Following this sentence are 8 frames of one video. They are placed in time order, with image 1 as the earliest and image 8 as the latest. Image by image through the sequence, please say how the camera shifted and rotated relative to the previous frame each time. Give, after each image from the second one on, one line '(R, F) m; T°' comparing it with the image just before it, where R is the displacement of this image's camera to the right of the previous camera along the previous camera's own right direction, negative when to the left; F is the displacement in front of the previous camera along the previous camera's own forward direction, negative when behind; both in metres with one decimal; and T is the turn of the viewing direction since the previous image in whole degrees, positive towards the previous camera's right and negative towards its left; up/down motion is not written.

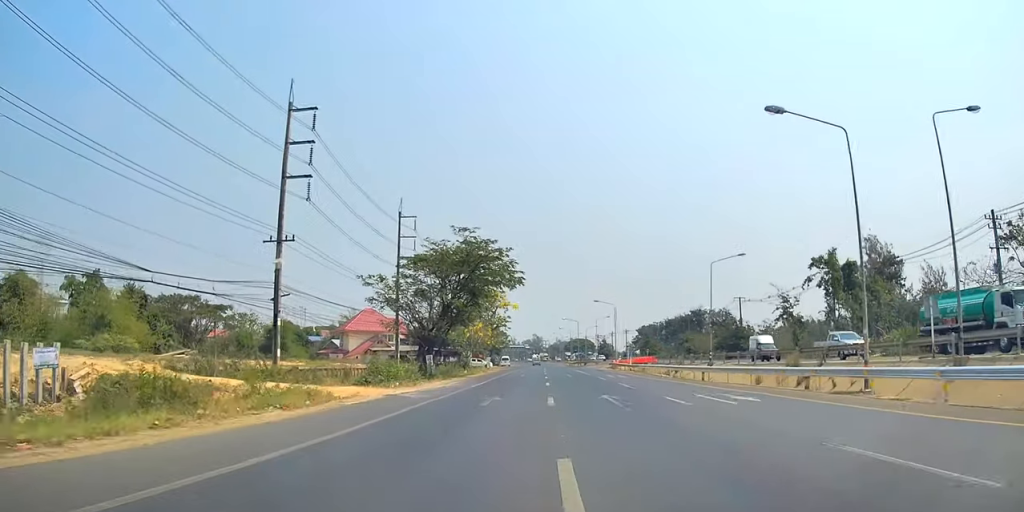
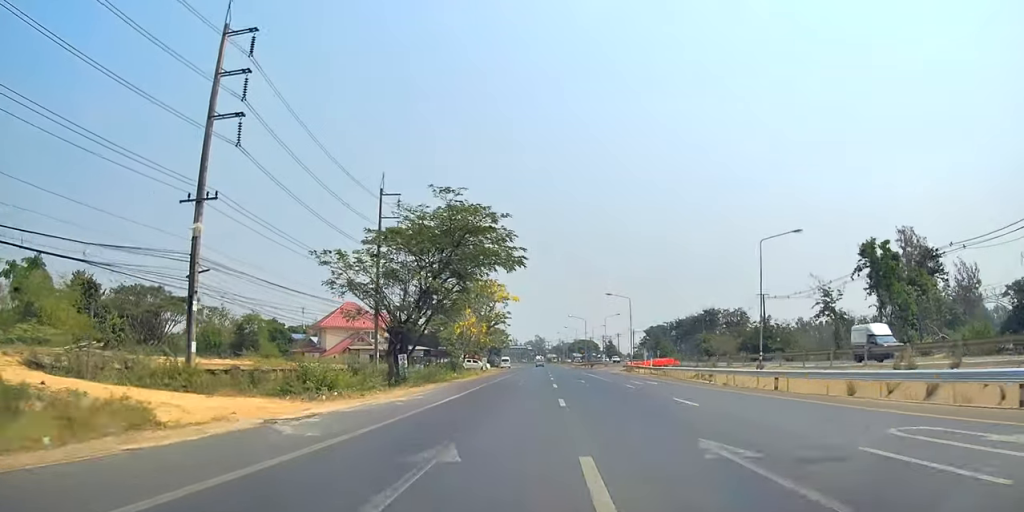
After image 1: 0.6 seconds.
(+0.1, +12.5) m; +1°
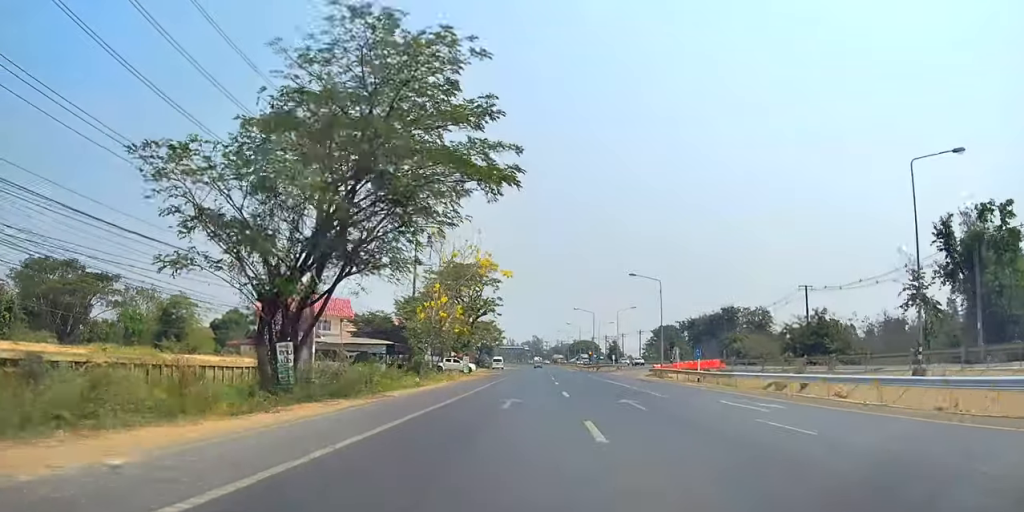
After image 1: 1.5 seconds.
(-0.3, +18.9) m; +1°
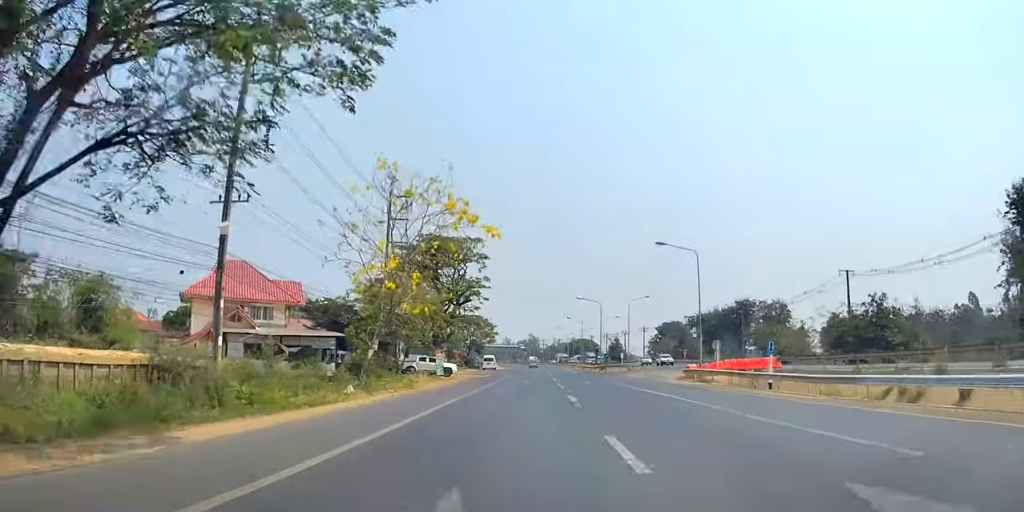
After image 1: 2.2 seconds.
(+0.5, +15.3) m; +2°
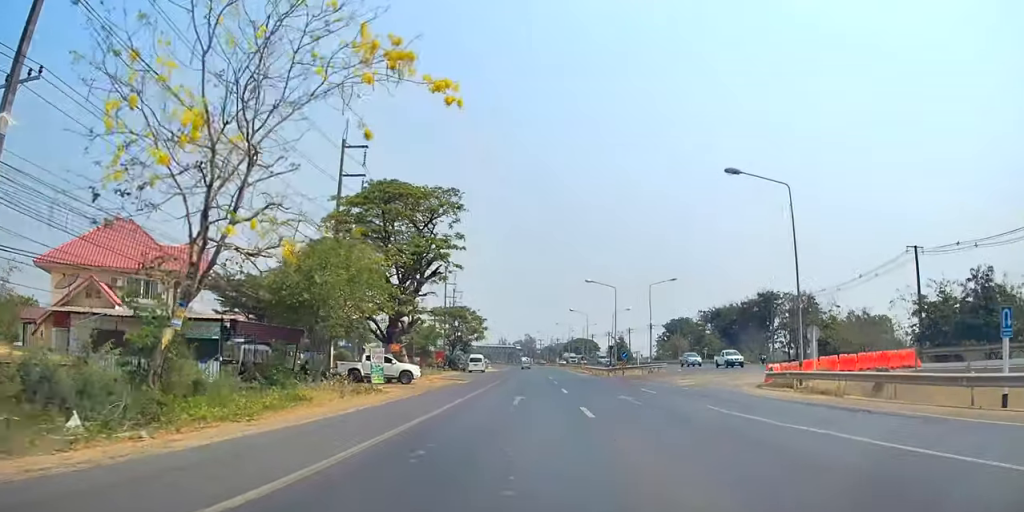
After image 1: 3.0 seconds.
(+0.1, +18.4) m; -1°
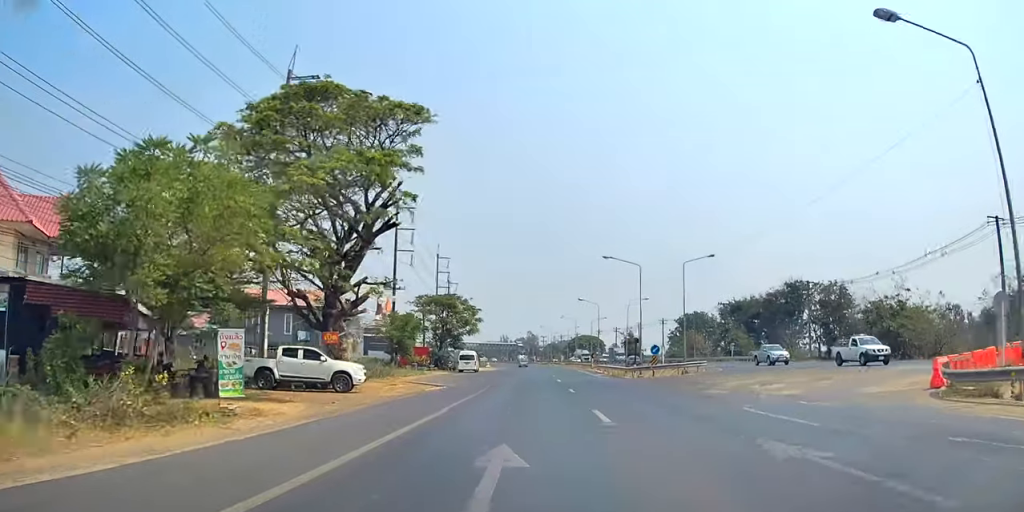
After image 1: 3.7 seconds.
(-0.2, +14.1) m; -1°
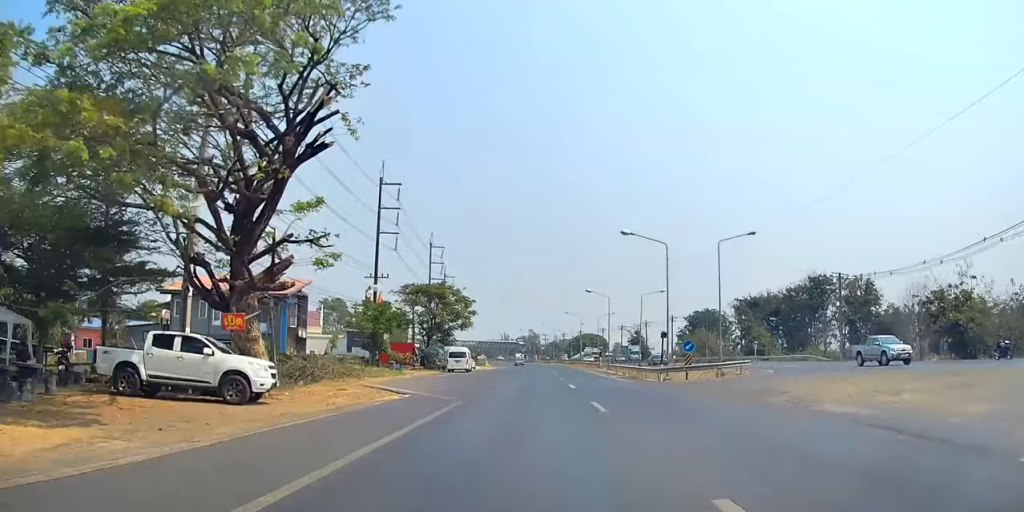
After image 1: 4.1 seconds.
(-0.1, +8.7) m; -1°
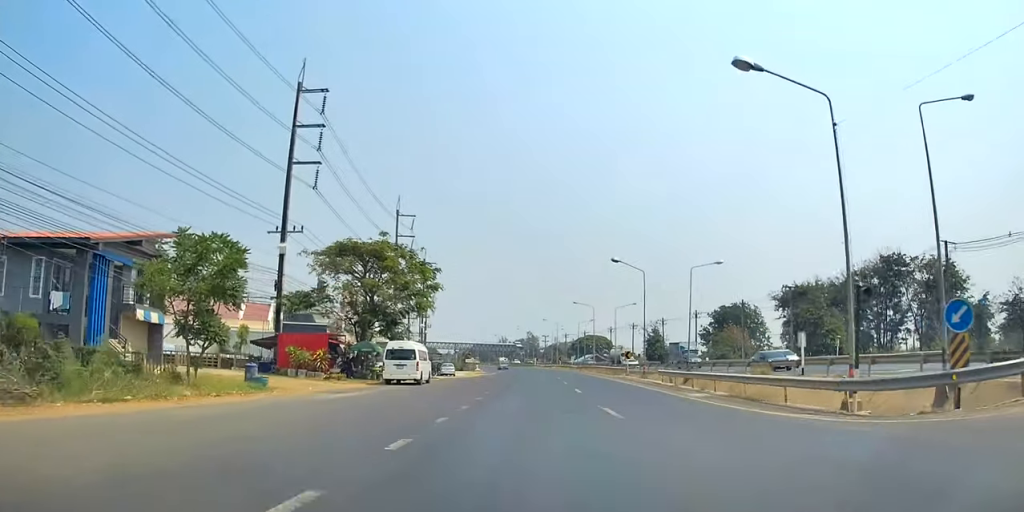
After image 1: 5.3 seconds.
(-0.2, +25.4) m; +1°
